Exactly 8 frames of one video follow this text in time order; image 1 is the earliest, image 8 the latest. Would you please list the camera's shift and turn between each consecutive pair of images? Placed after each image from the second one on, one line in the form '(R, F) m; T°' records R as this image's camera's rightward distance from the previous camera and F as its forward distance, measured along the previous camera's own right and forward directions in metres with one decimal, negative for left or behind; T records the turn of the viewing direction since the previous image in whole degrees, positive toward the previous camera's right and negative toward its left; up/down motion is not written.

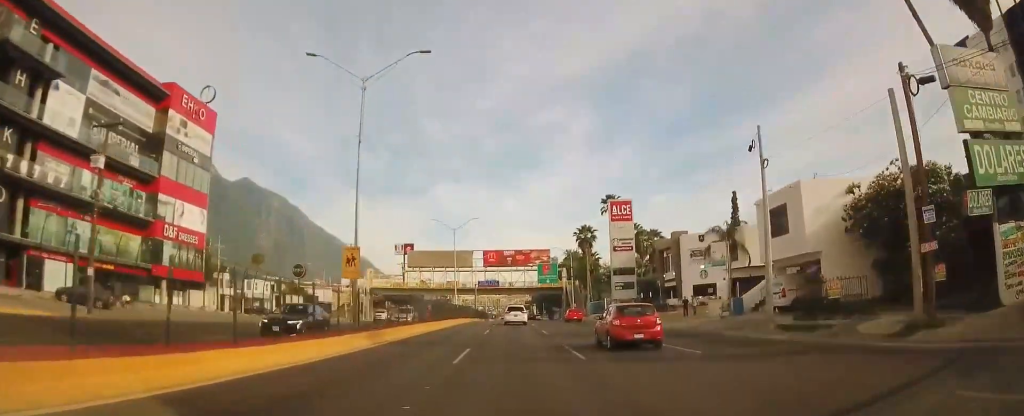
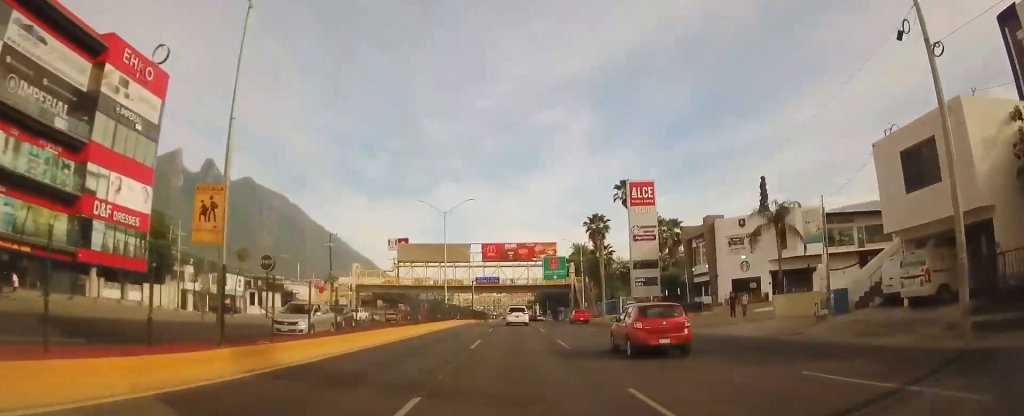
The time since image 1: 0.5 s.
(0.0, +10.8) m; -1°
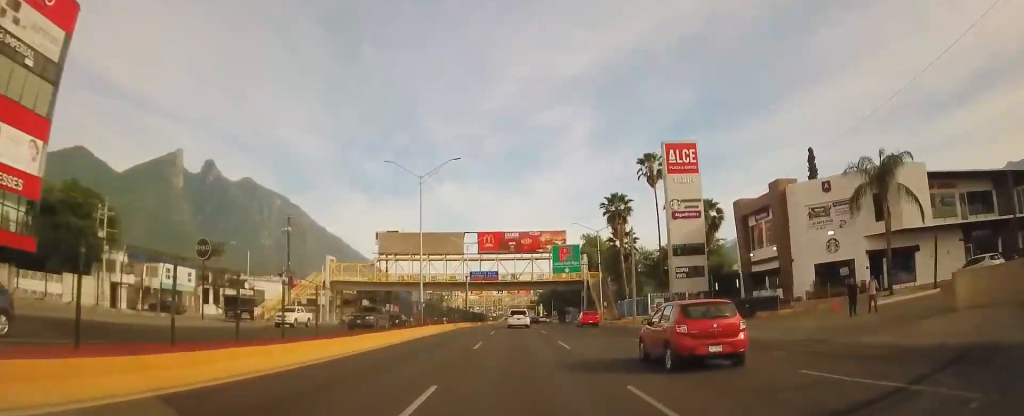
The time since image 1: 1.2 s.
(-0.3, +14.8) m; -1°
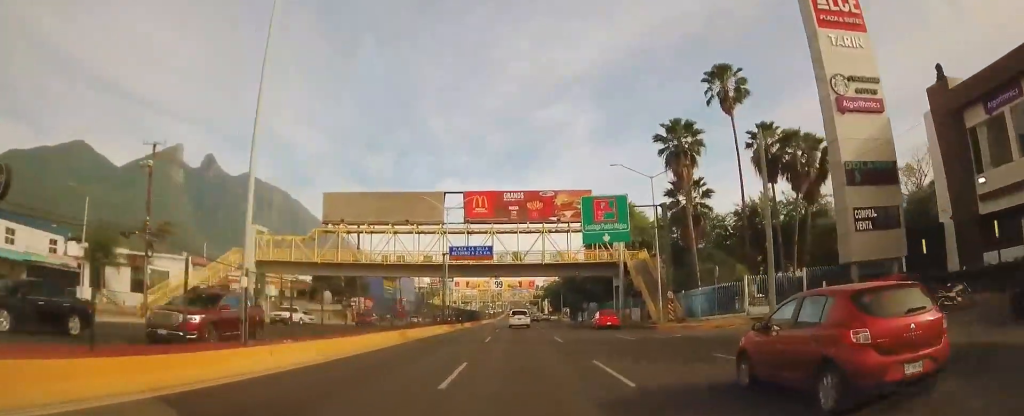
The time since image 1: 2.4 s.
(-0.1, +25.5) m; 0°
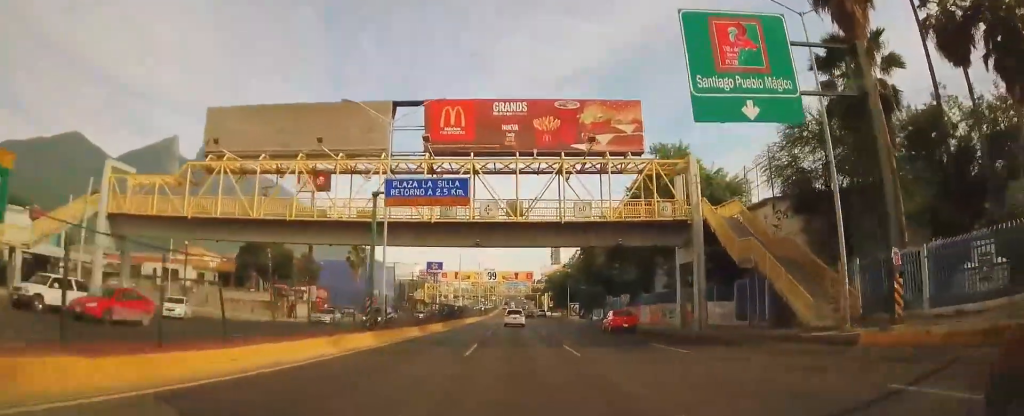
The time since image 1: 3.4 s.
(0.0, +23.6) m; 0°
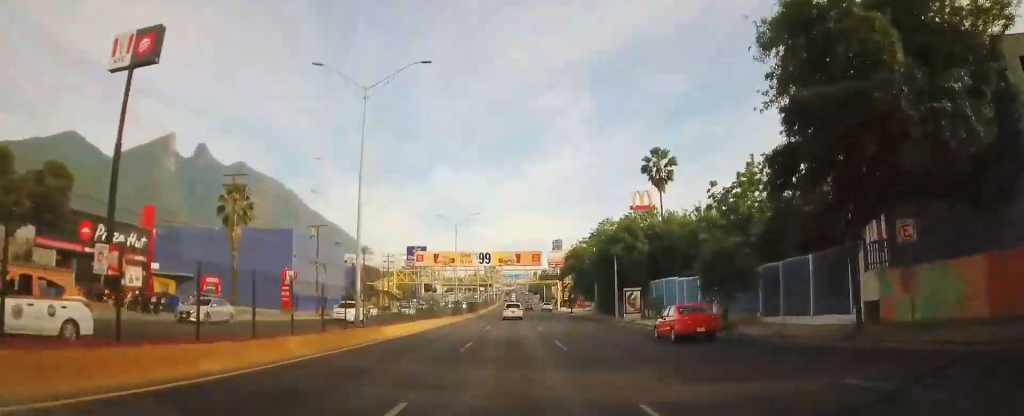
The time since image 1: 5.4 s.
(+0.5, +44.6) m; +2°
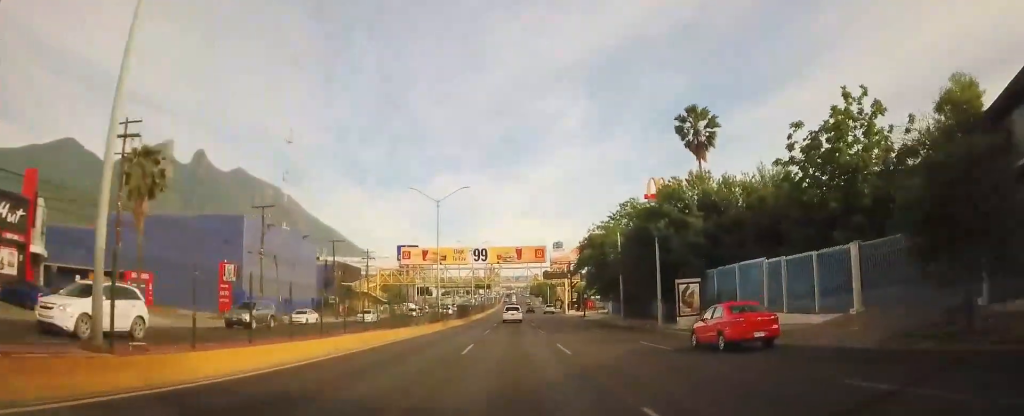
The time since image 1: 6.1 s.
(0.0, +15.4) m; 0°
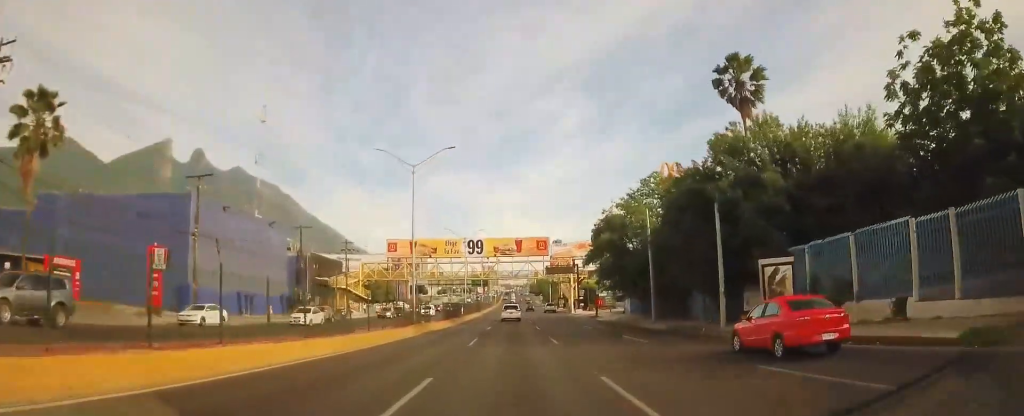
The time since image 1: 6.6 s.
(0.0, +11.6) m; 0°
